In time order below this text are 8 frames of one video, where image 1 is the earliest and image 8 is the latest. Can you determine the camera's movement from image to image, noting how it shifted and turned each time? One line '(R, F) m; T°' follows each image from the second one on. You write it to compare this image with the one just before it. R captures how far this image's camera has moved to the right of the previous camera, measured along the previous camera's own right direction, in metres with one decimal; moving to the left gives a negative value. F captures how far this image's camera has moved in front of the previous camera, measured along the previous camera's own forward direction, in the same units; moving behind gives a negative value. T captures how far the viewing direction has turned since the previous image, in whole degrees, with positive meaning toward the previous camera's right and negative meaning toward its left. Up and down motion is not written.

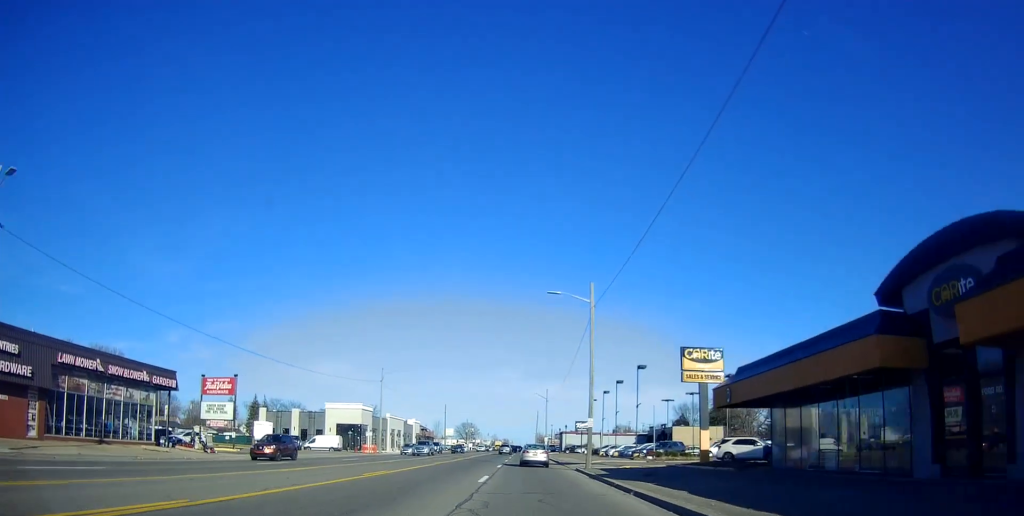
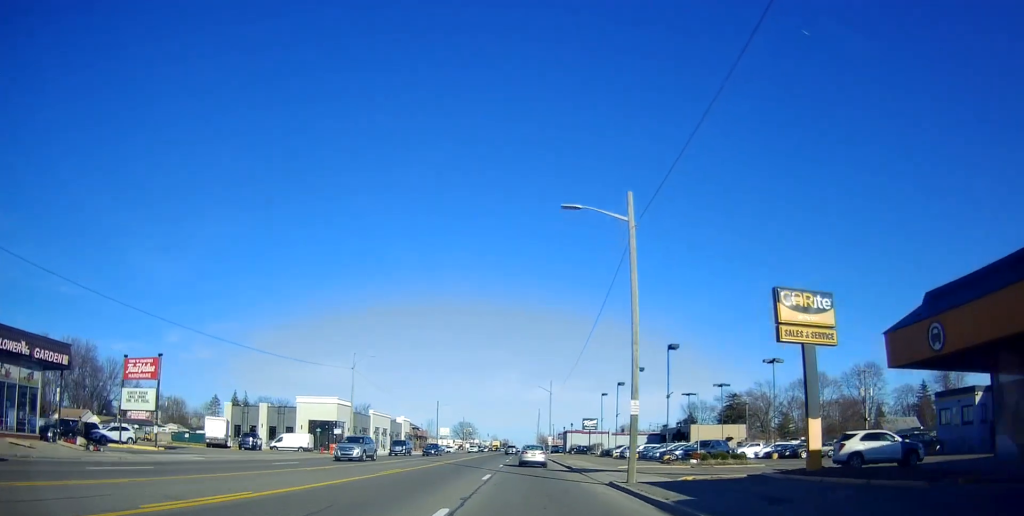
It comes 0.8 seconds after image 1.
(-0.4, +12.6) m; -1°
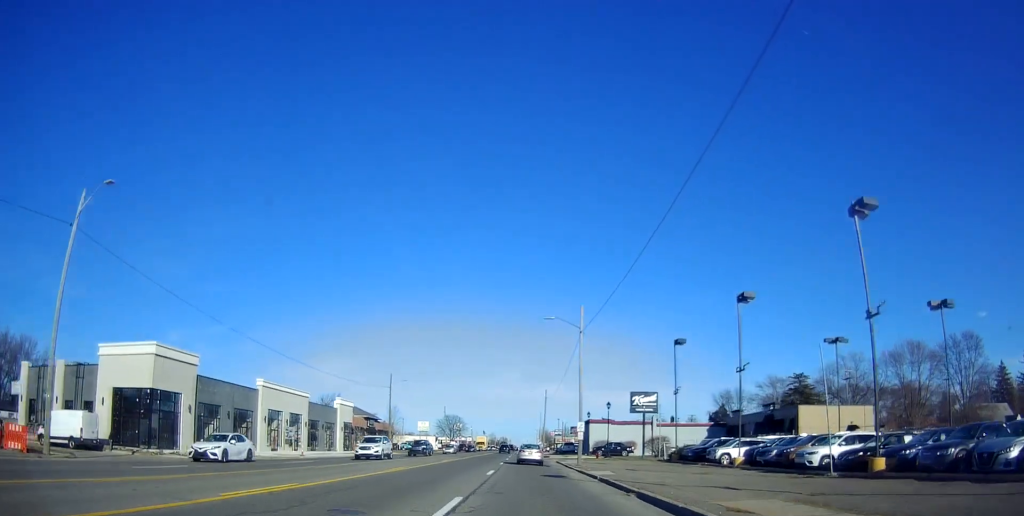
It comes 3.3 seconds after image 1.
(+0.9, +43.3) m; +1°
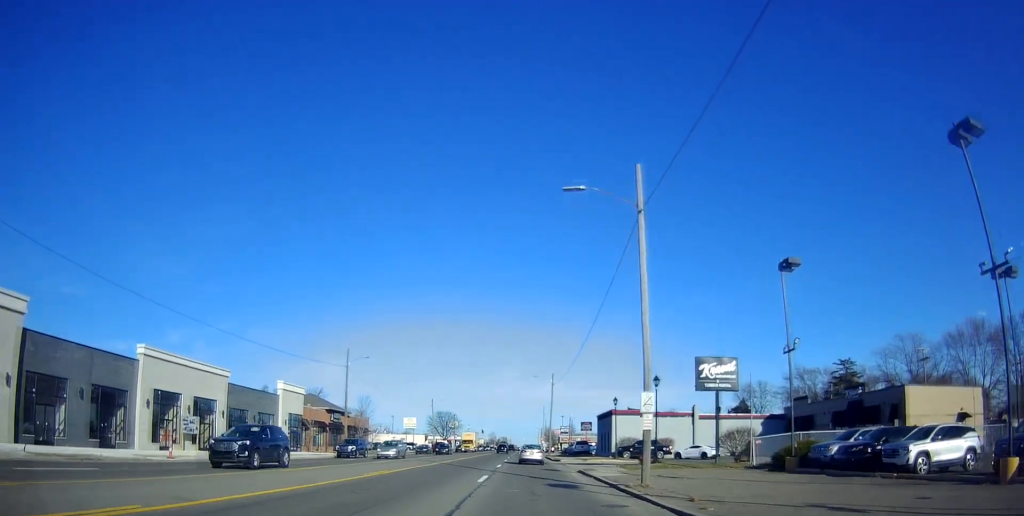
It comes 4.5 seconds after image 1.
(-0.4, +20.3) m; -1°
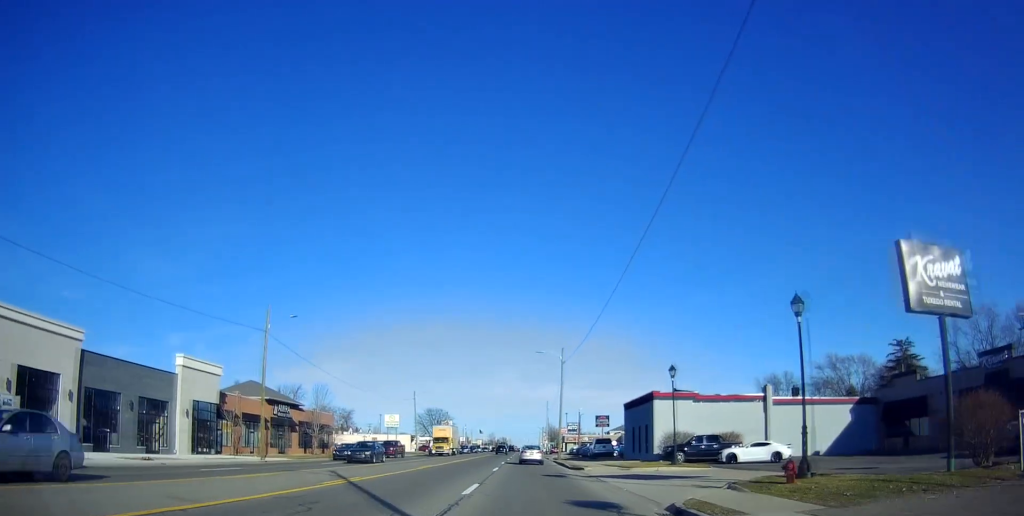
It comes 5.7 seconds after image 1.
(0.0, +19.8) m; +1°
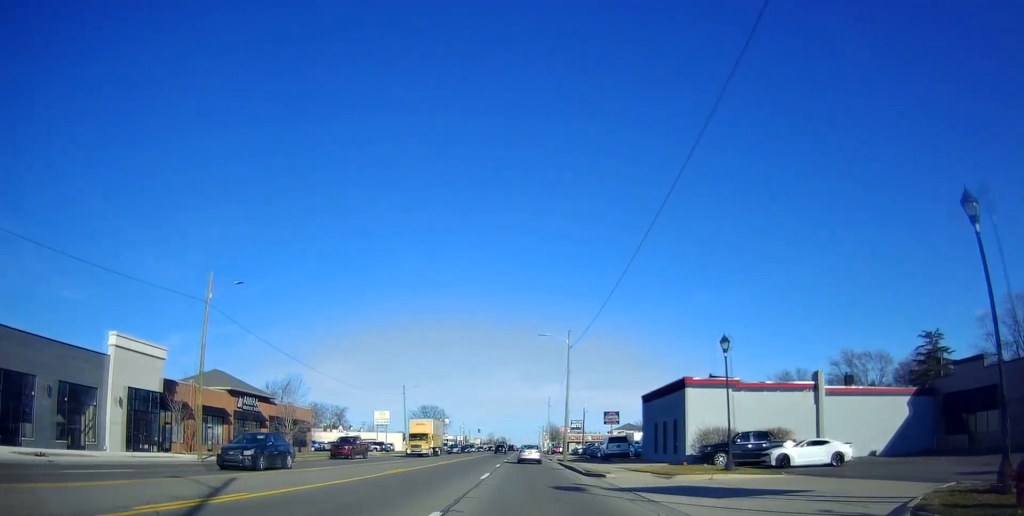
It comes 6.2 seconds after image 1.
(+0.1, +8.5) m; +1°
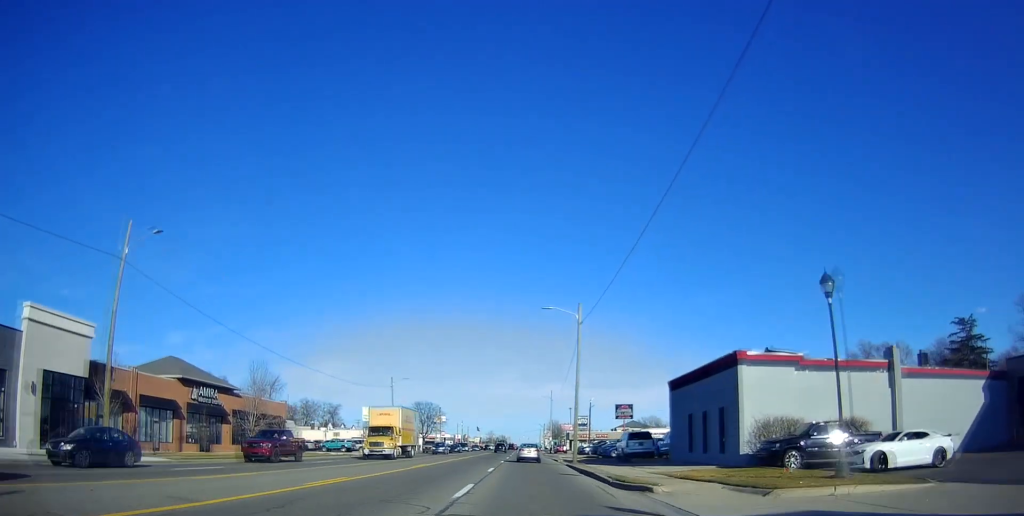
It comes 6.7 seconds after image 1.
(+0.2, +8.5) m; +1°
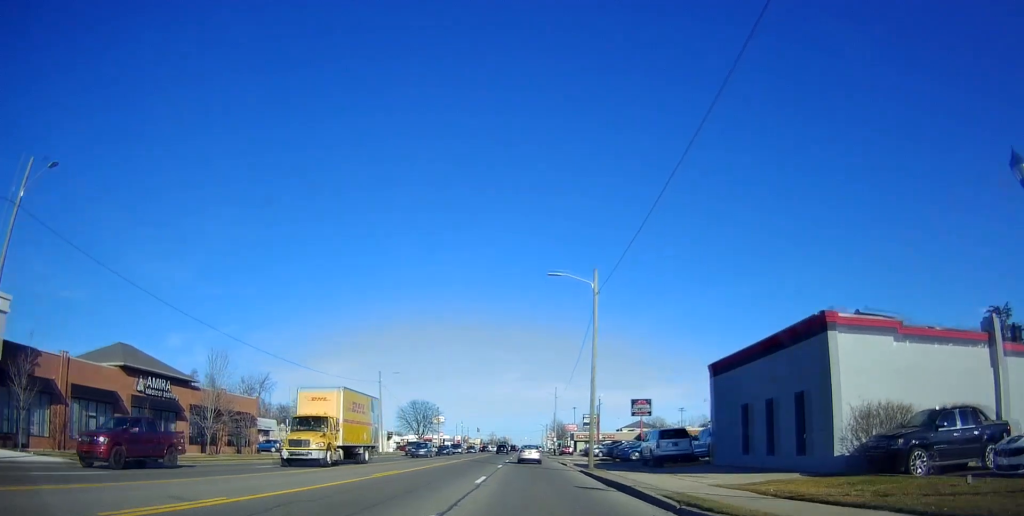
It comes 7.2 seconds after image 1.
(+0.1, +8.0) m; 0°
